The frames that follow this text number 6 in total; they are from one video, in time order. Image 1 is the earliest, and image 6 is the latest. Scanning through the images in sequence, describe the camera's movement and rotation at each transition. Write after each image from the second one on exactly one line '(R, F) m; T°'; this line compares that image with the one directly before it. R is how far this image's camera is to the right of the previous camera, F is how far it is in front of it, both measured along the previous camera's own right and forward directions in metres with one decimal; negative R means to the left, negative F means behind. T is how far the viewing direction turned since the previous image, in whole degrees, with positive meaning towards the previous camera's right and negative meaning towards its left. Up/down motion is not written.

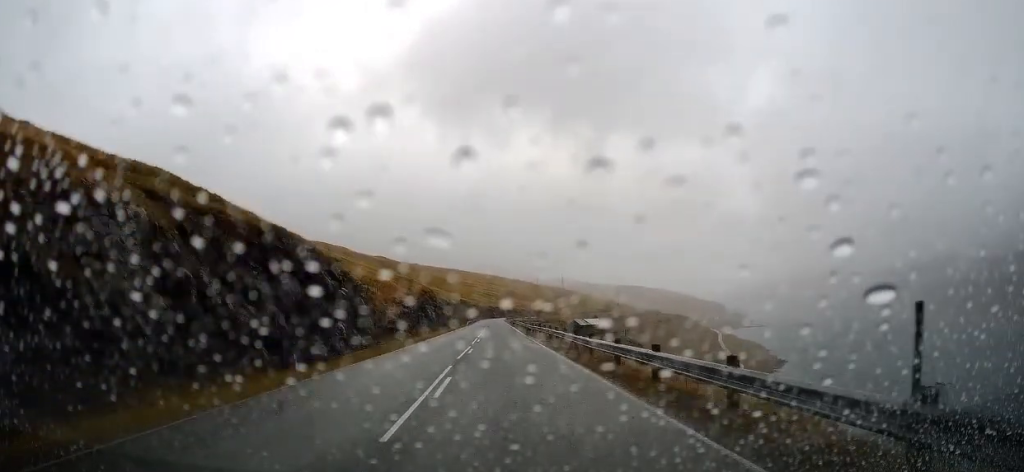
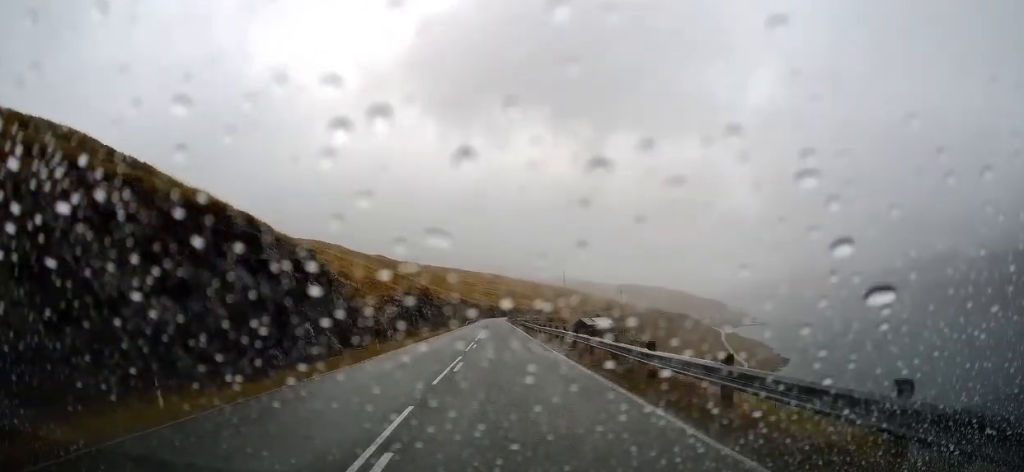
(+0.2, +7.8) m; +1°
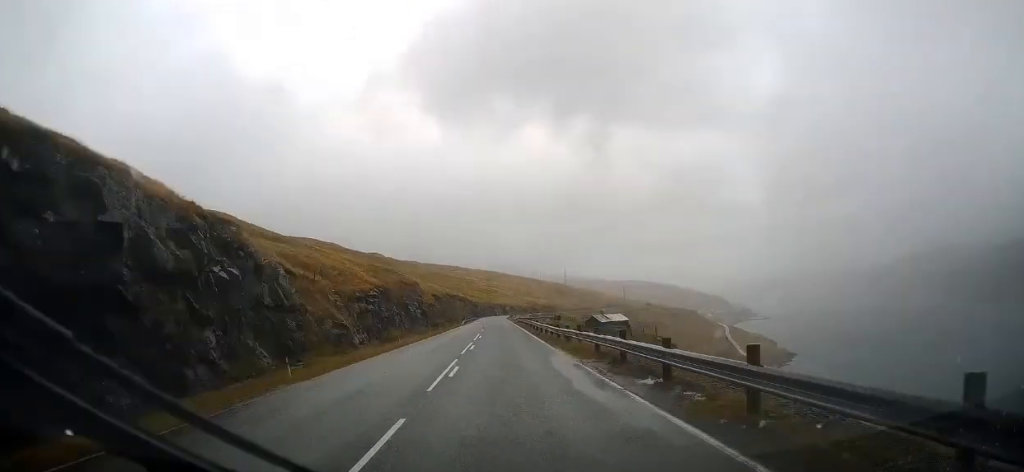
(+0.3, +13.1) m; +1°
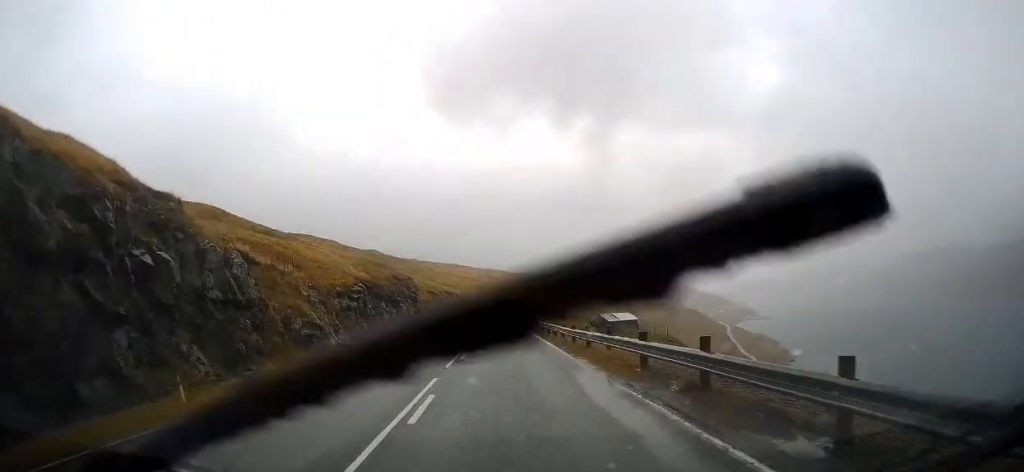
(0.0, +6.3) m; -1°
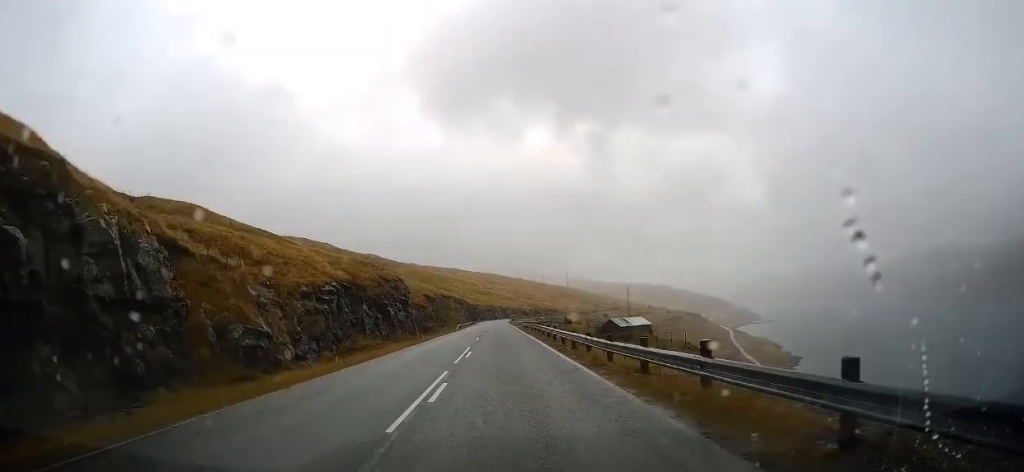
(-0.1, +8.1) m; 0°
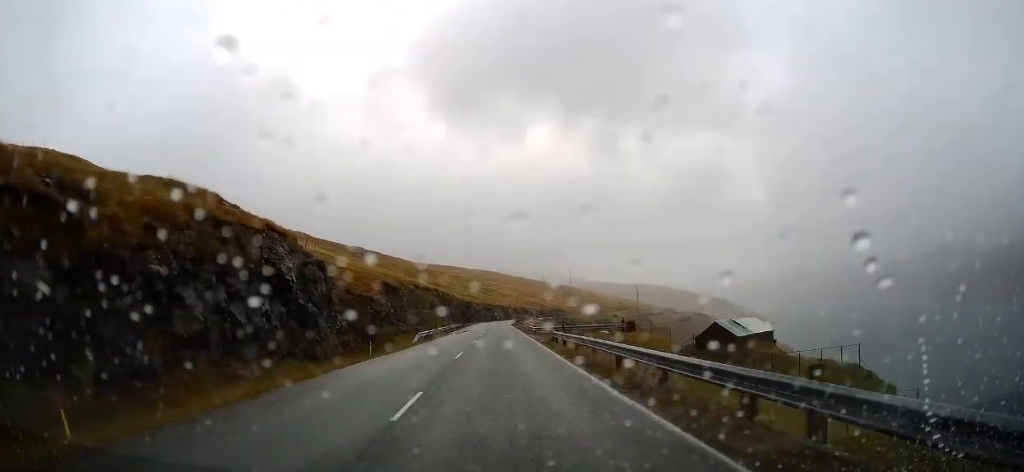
(+0.3, +39.6) m; 0°
